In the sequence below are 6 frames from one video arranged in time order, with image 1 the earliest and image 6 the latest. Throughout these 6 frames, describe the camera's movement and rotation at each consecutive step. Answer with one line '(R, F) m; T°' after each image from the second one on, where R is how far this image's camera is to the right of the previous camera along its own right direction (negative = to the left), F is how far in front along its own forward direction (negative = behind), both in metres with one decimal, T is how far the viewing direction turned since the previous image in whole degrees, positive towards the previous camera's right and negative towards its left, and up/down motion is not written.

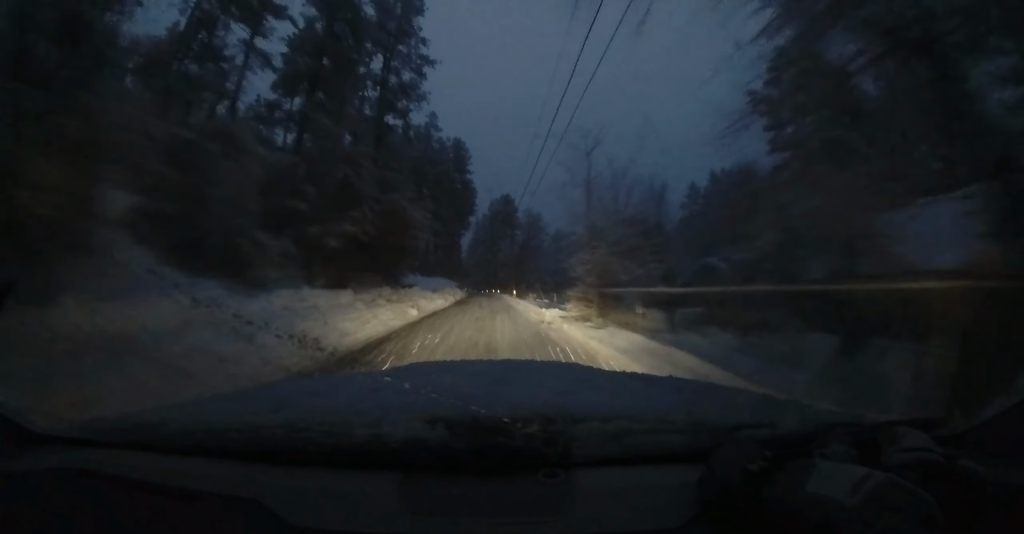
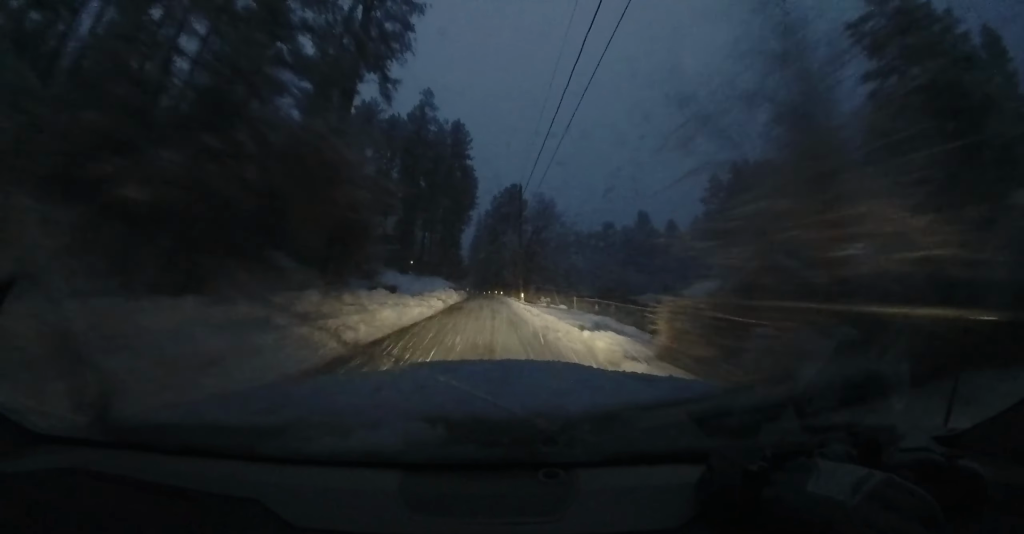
(0.0, +7.3) m; 0°
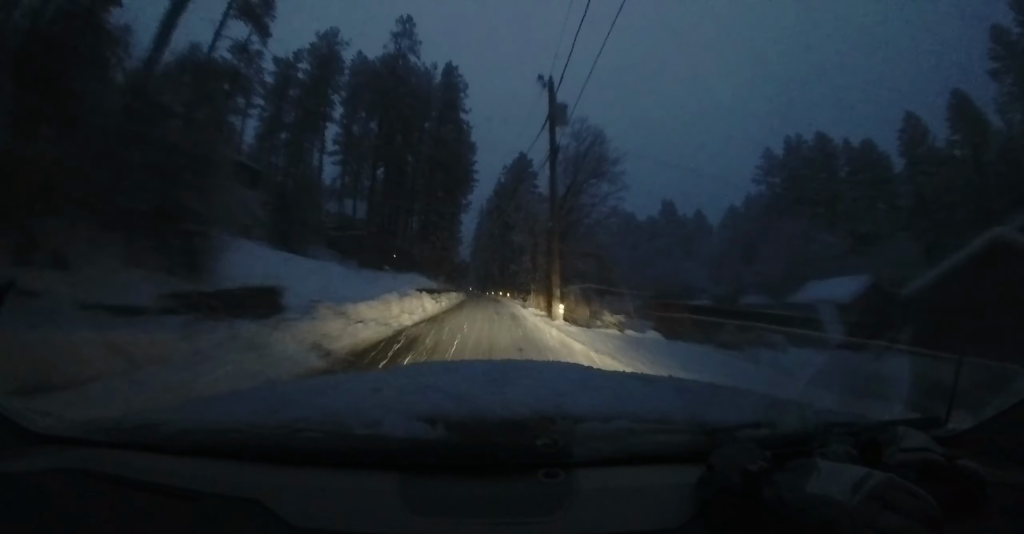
(0.0, +15.7) m; 0°
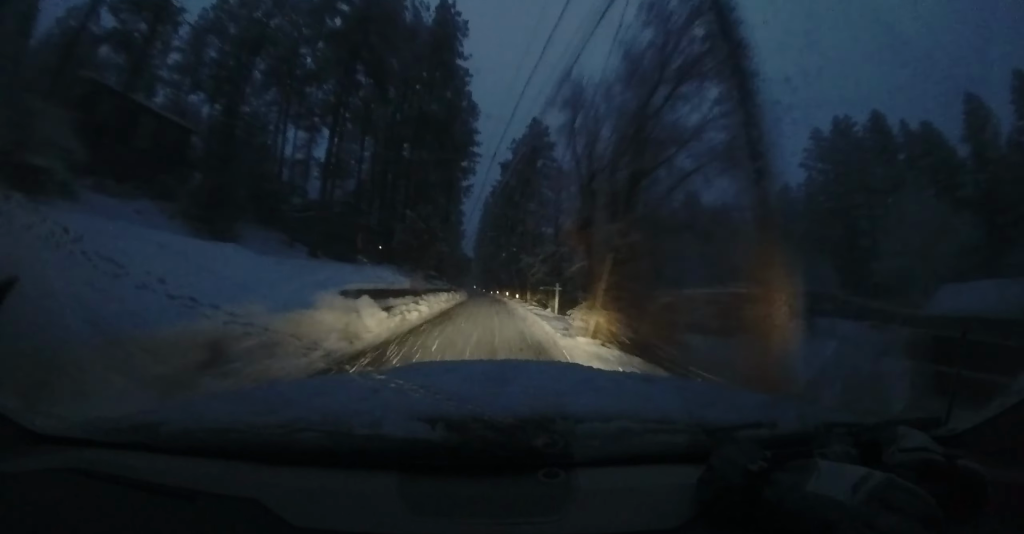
(0.0, +10.2) m; 0°
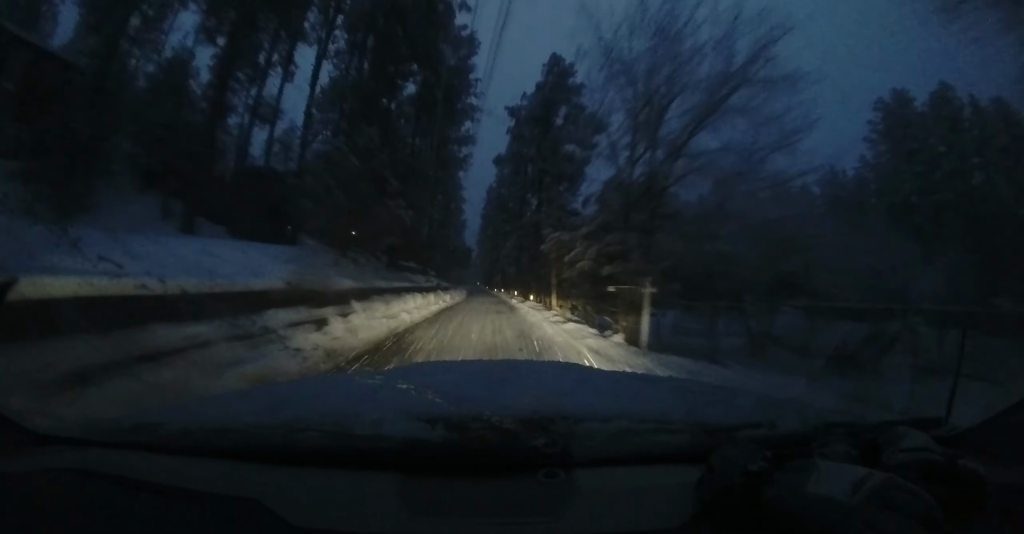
(0.0, +11.4) m; 0°
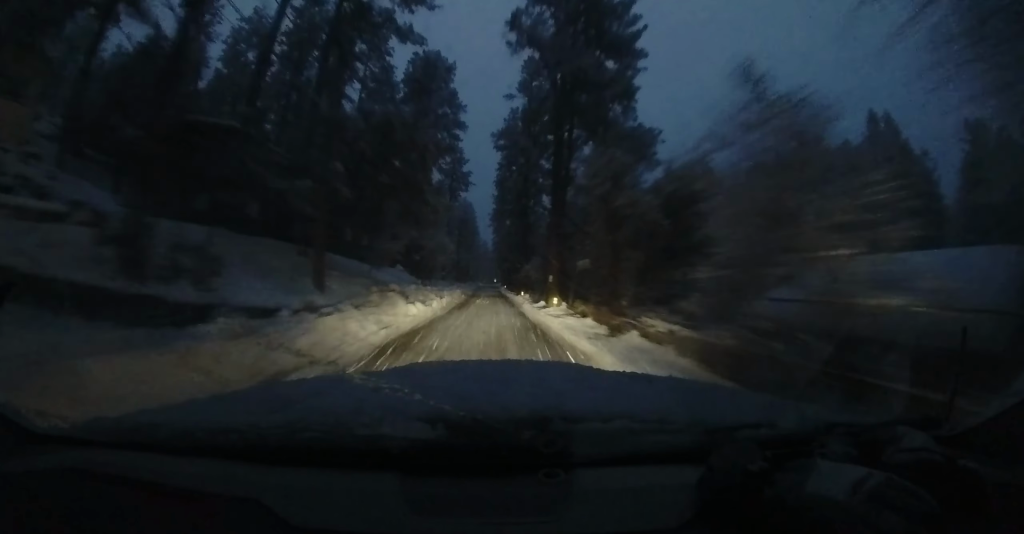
(-1.3, +39.7) m; -6°
